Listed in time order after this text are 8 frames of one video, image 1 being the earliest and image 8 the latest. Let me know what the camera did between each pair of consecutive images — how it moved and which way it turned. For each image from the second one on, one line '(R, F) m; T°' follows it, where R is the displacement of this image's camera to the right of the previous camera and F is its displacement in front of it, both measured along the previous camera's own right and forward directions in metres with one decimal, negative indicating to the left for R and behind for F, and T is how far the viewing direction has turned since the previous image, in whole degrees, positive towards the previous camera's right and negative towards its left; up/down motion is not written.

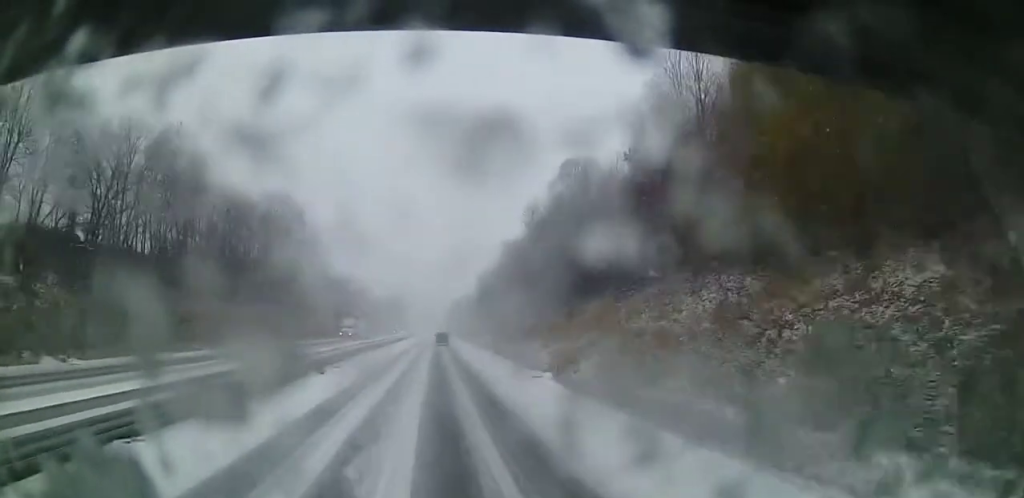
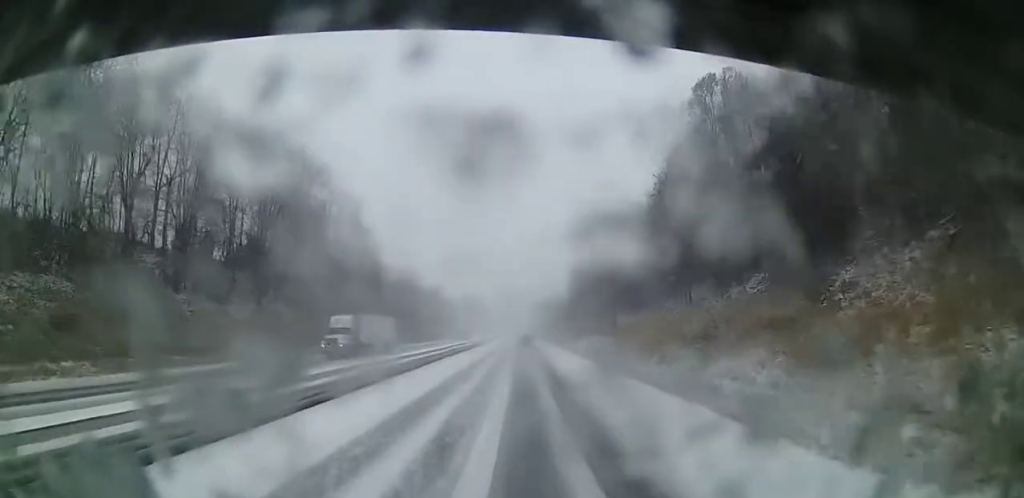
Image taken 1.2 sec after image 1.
(+0.2, +29.2) m; 0°
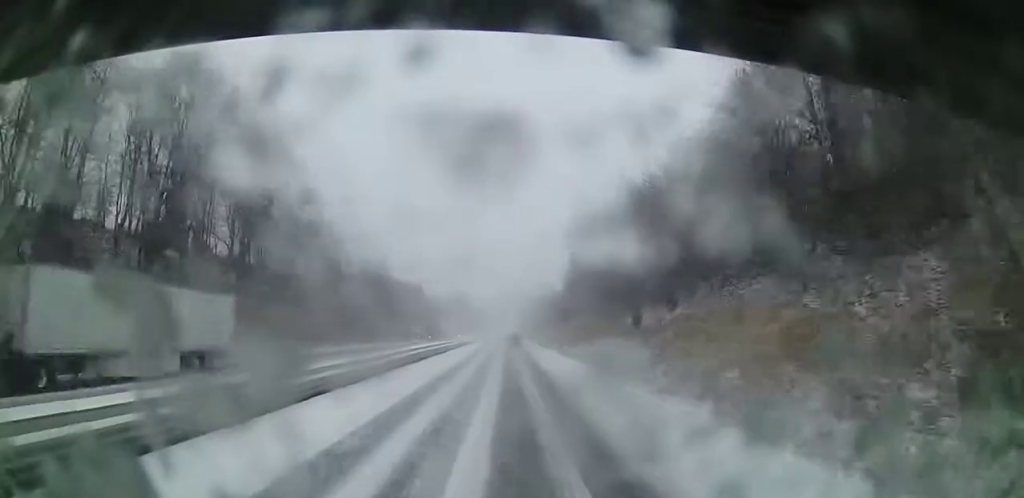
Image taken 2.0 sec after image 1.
(-0.1, +20.0) m; 0°
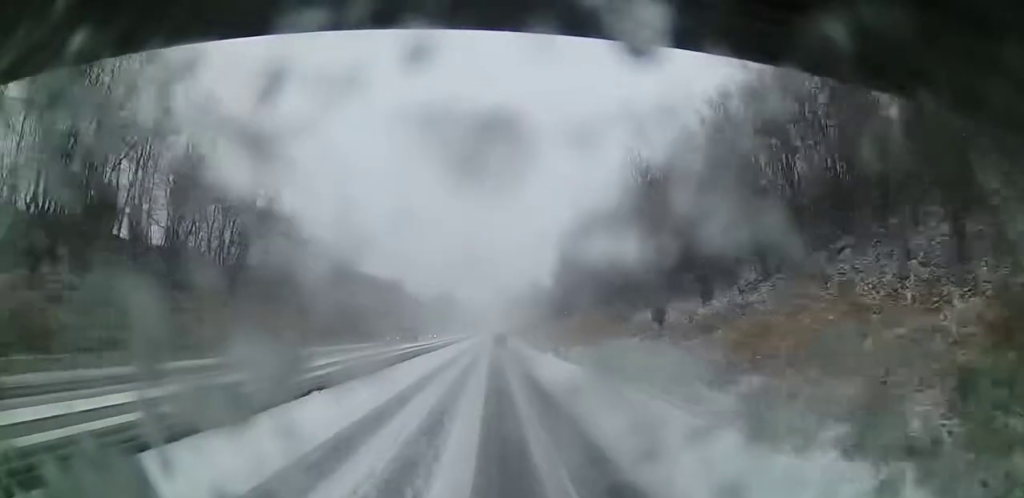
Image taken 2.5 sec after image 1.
(-0.3, +12.0) m; 0°
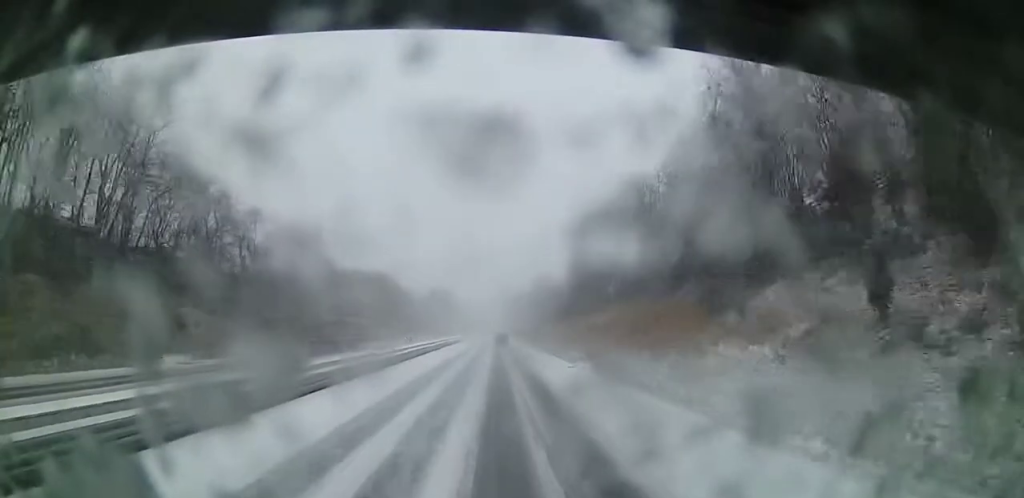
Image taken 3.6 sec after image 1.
(+0.5, +24.3) m; +1°
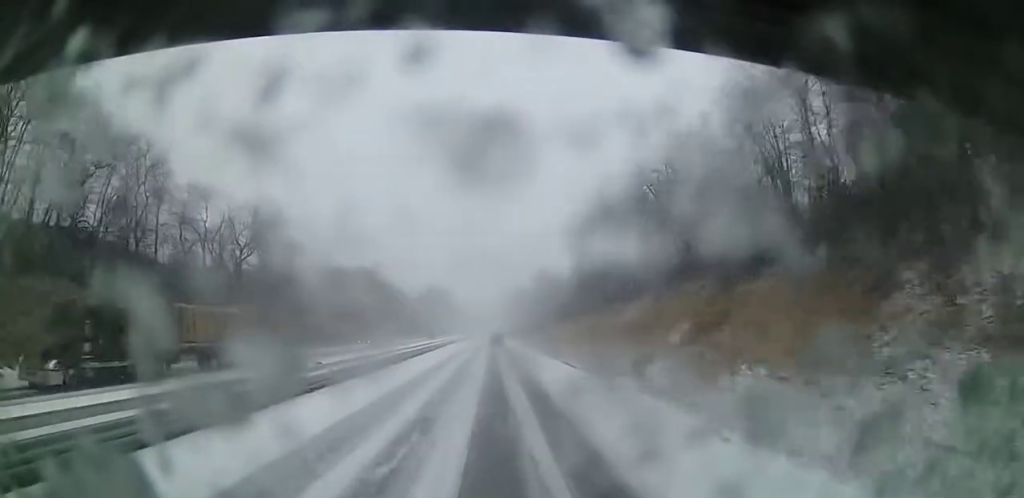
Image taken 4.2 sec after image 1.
(-0.2, +14.2) m; -1°
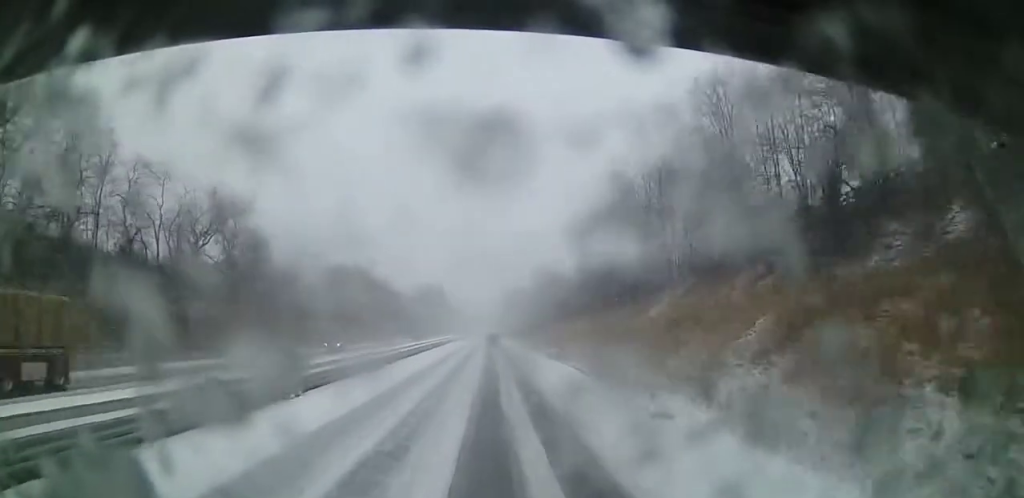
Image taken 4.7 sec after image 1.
(0.0, +9.7) m; 0°
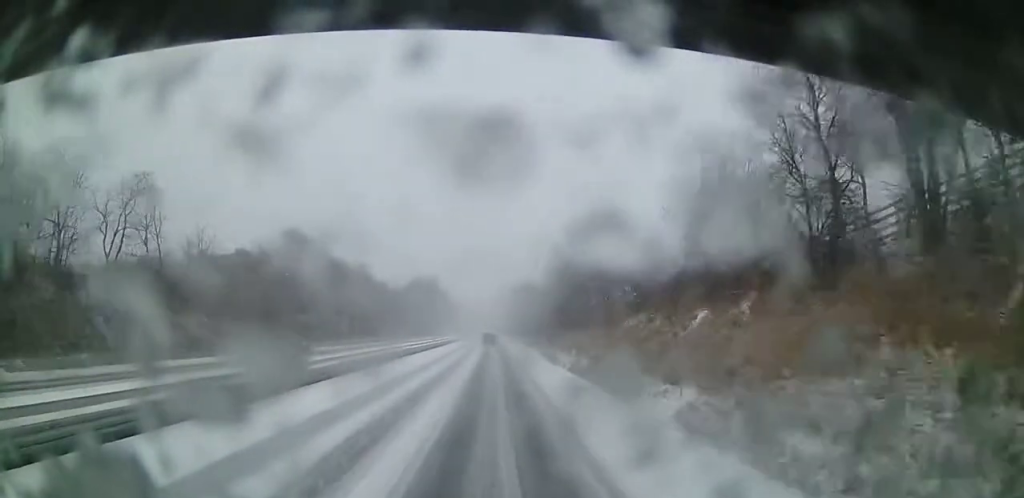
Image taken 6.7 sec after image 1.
(-0.1, +44.3) m; +1°
